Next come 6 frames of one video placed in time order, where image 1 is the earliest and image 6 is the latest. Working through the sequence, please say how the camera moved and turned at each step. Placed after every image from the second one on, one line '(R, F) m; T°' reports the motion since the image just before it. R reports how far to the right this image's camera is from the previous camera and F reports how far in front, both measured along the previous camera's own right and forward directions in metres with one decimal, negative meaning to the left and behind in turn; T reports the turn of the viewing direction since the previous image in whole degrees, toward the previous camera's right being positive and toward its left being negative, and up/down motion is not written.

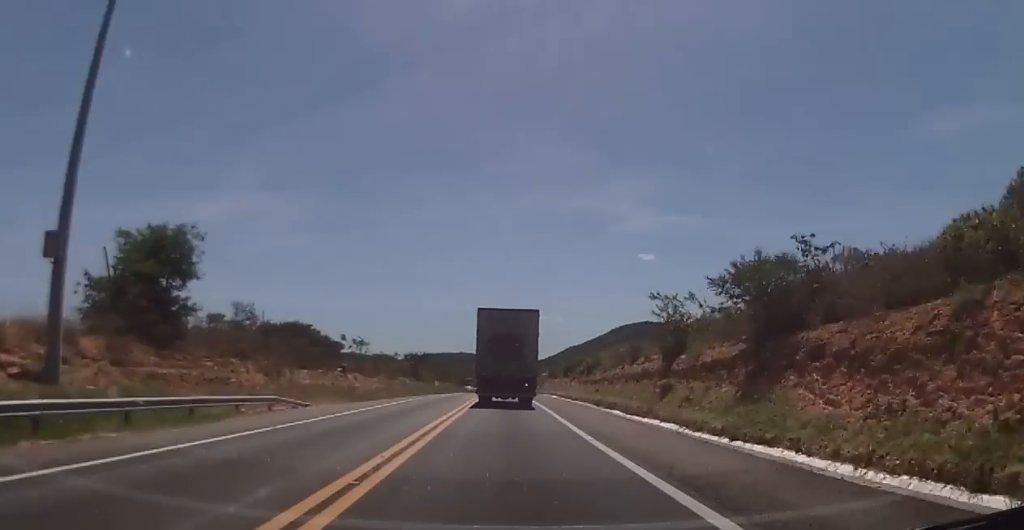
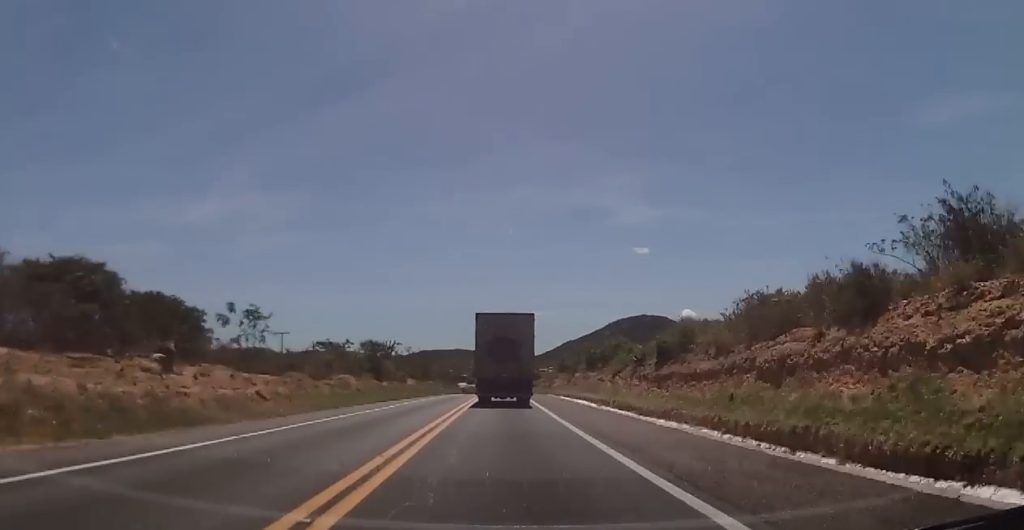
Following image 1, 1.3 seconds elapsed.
(-0.2, +29.0) m; -1°
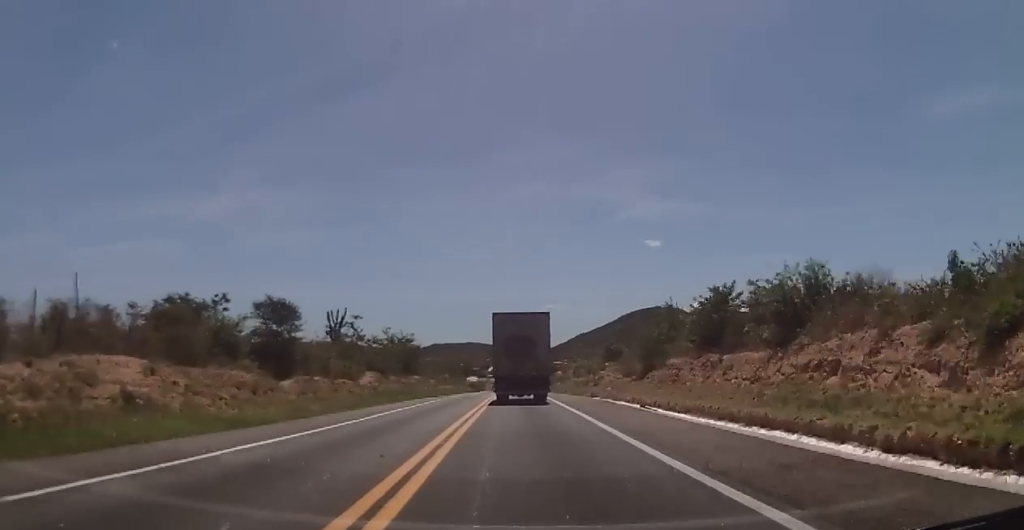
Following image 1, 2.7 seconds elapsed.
(-0.4, +33.3) m; 0°
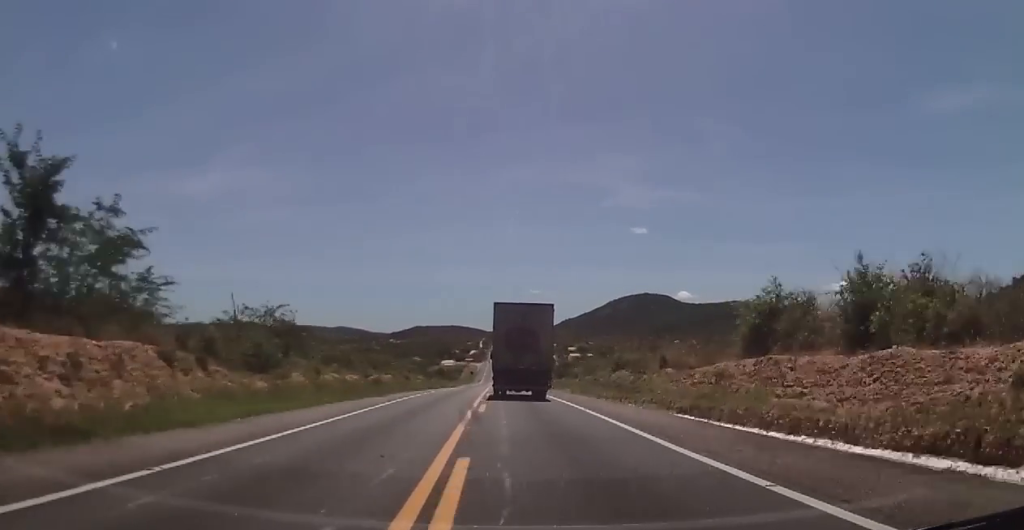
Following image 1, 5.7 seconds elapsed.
(0.0, +73.1) m; +1°
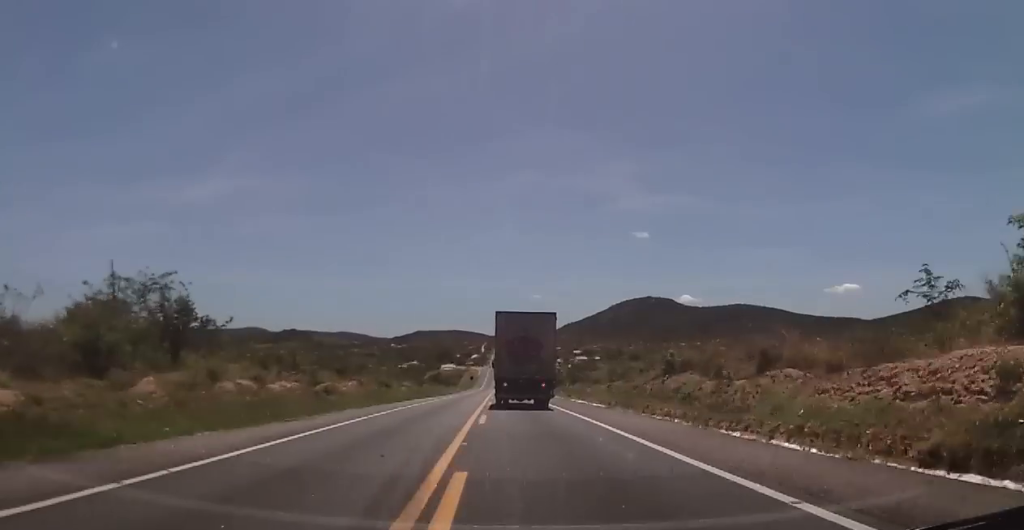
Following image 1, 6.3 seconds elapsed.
(+0.3, +16.0) m; 0°
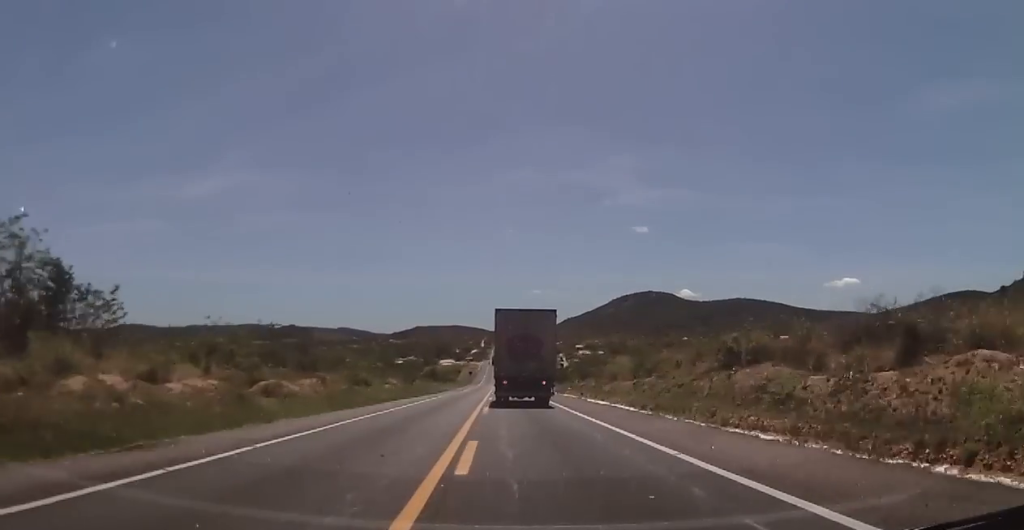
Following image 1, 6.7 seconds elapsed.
(0.0, +10.1) m; 0°
